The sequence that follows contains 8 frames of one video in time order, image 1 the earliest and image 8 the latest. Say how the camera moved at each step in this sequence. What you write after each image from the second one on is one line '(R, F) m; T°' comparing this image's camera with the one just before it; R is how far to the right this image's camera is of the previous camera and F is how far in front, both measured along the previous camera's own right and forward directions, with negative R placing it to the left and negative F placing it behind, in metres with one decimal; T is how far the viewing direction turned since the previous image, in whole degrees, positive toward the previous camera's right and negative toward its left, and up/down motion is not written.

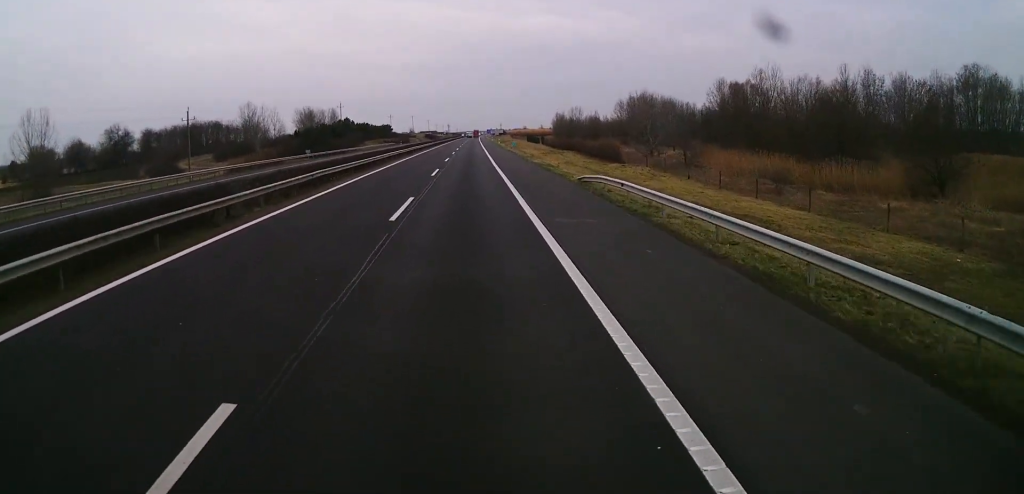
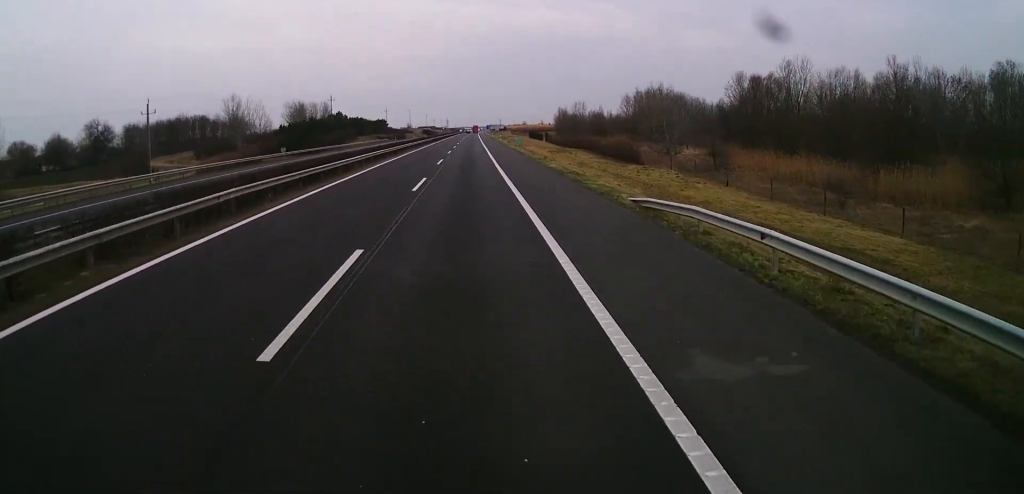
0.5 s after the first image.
(0.0, +10.7) m; 0°
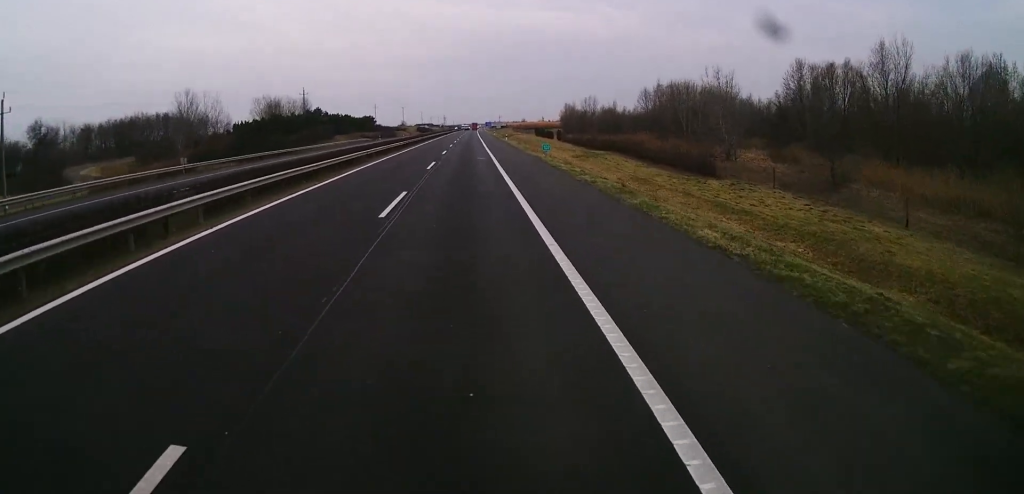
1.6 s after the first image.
(+0.1, +26.1) m; 0°
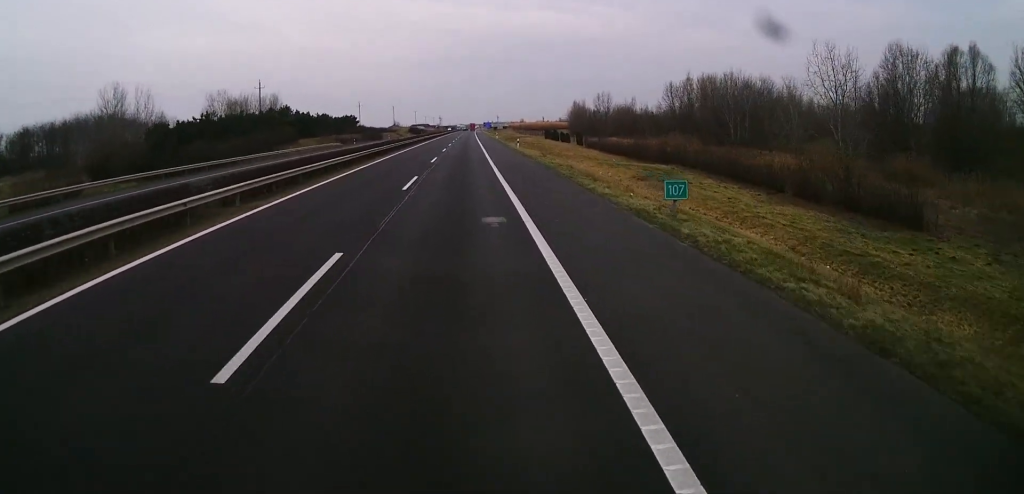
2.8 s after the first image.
(-0.1, +28.4) m; 0°
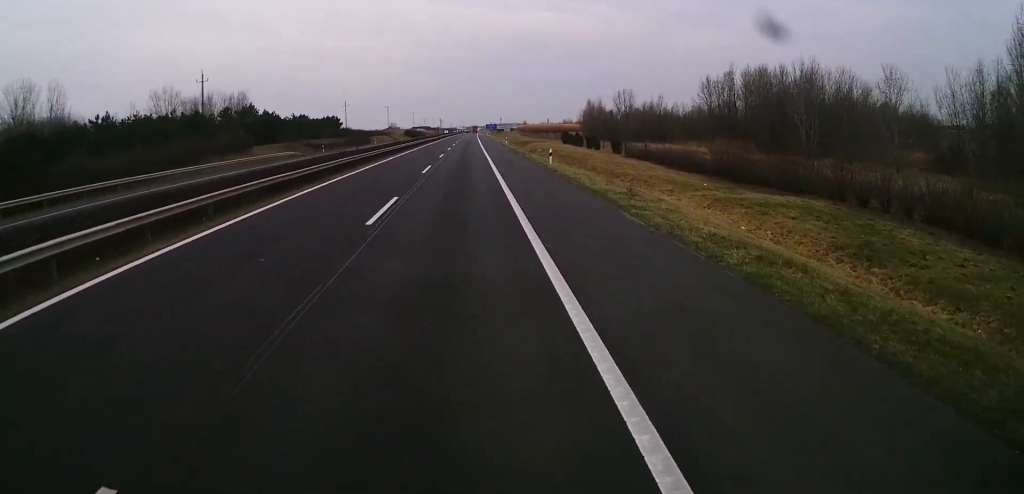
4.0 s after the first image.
(0.0, +26.1) m; 0°
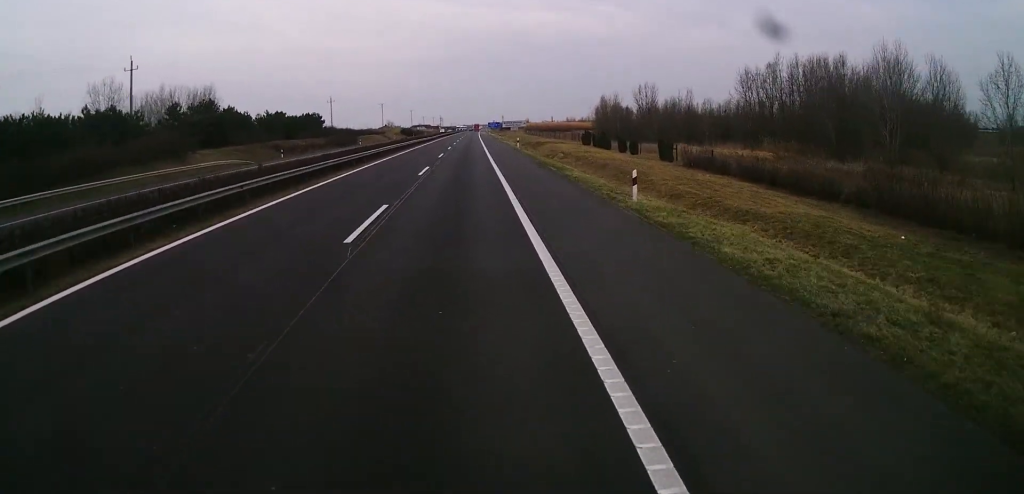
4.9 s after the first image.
(0.0, +20.7) m; 0°
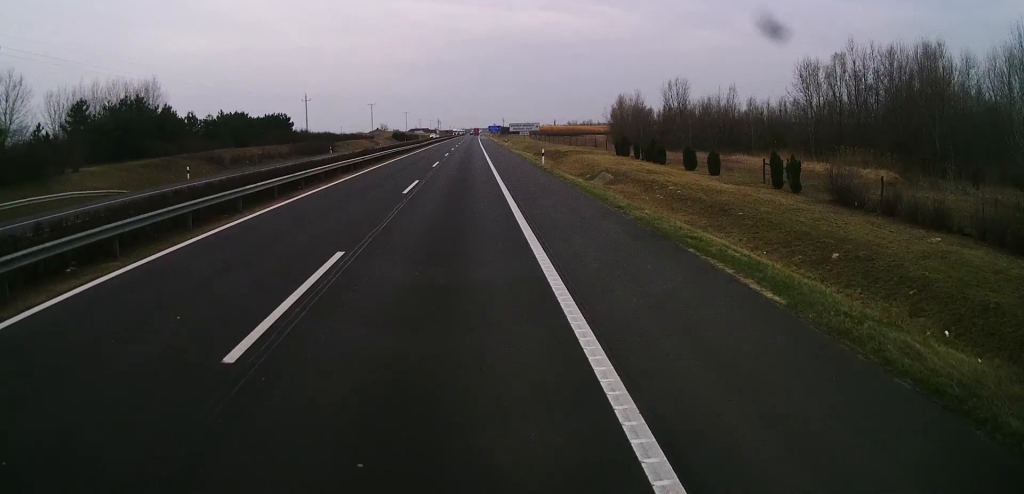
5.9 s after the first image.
(0.0, +24.6) m; 0°
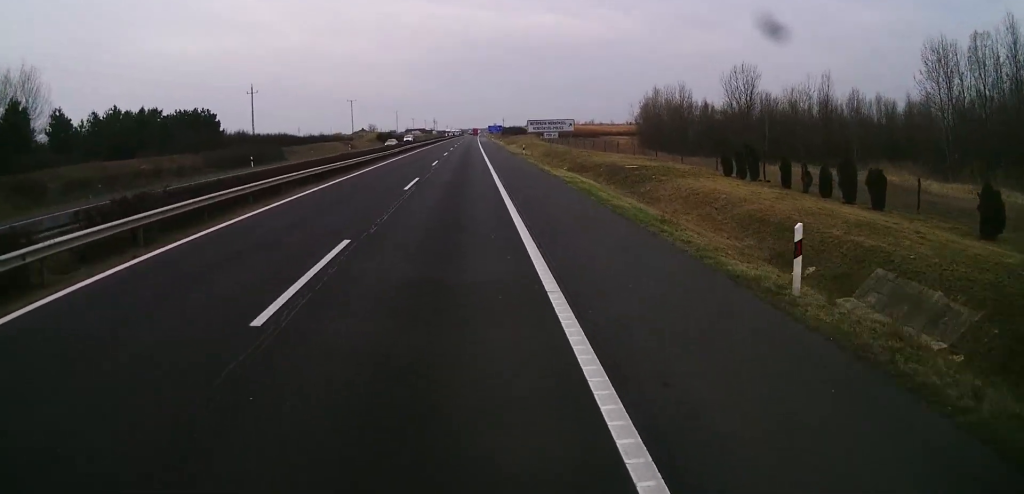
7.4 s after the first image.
(+0.1, +34.7) m; 0°
